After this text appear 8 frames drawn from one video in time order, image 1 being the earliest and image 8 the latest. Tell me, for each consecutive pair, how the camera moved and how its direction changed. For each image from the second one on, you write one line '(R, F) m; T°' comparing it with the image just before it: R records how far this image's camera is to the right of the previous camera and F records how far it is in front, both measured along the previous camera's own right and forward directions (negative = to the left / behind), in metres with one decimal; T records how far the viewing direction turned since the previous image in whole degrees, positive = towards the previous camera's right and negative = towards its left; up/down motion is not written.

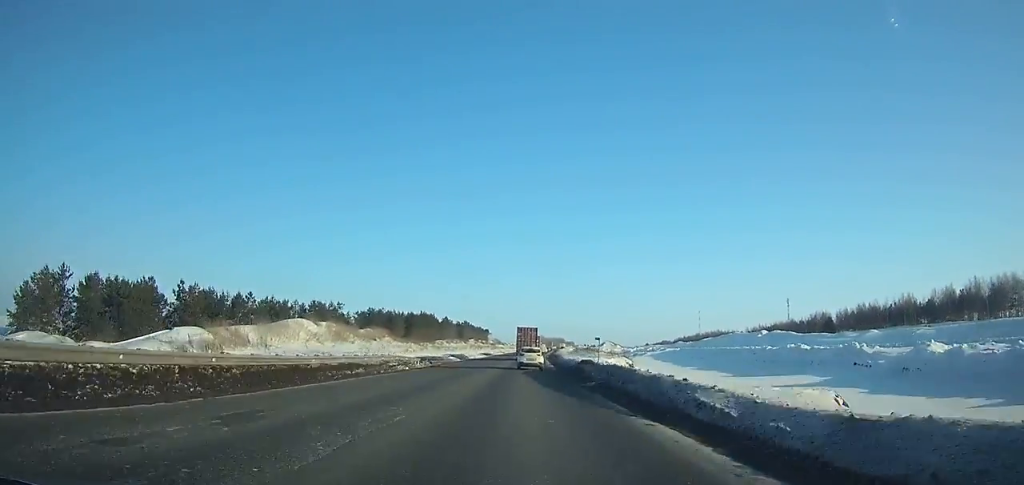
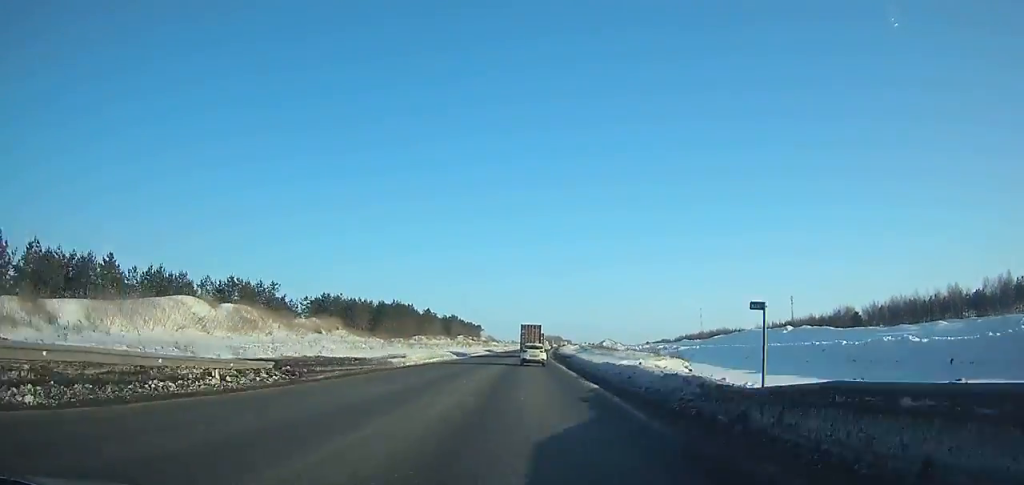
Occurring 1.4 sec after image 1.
(+0.2, +30.3) m; 0°
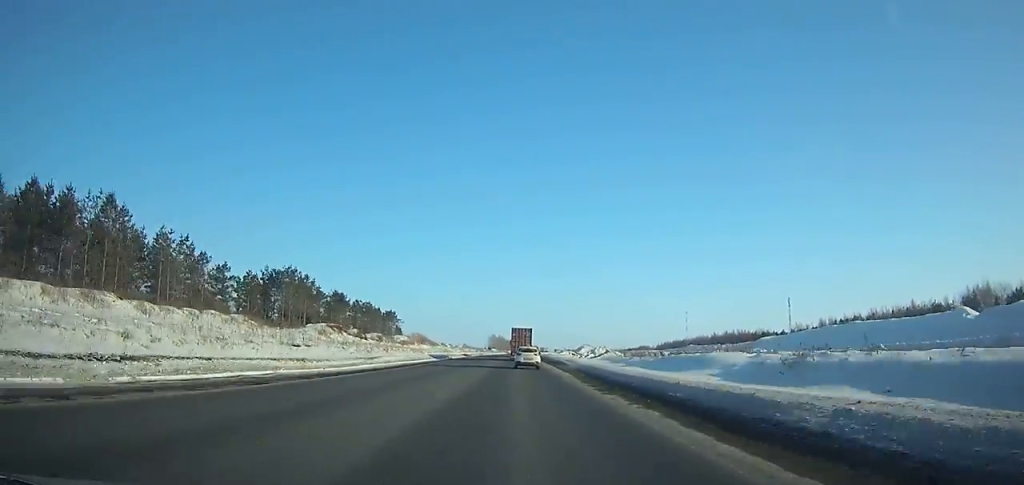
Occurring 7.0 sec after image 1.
(+2.3, +121.9) m; +2°
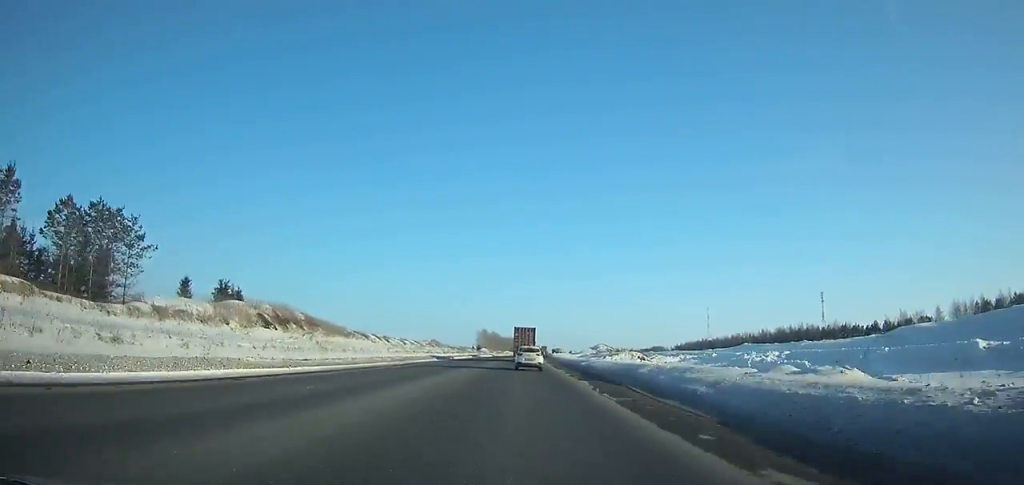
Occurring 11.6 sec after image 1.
(+0.8, +99.9) m; +1°
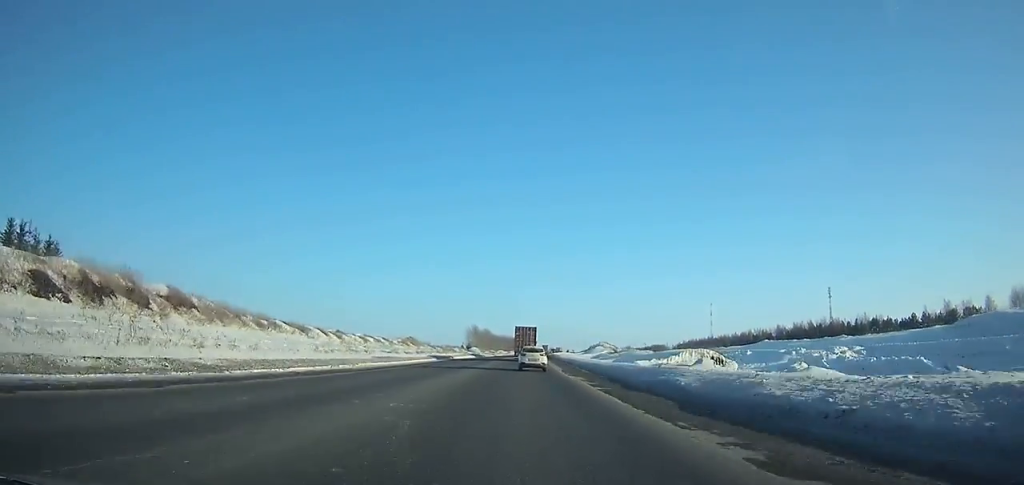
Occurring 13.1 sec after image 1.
(+0.1, +32.3) m; 0°
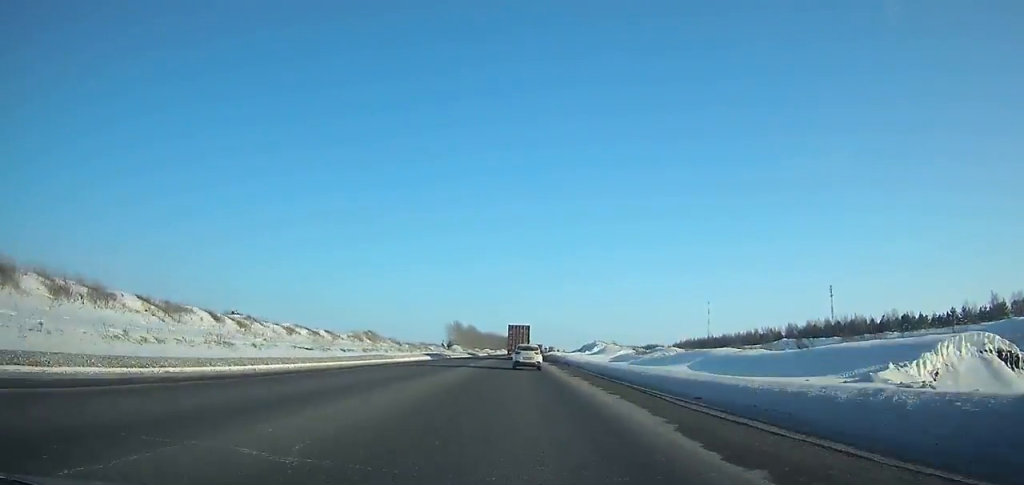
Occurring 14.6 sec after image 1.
(+0.1, +32.1) m; 0°
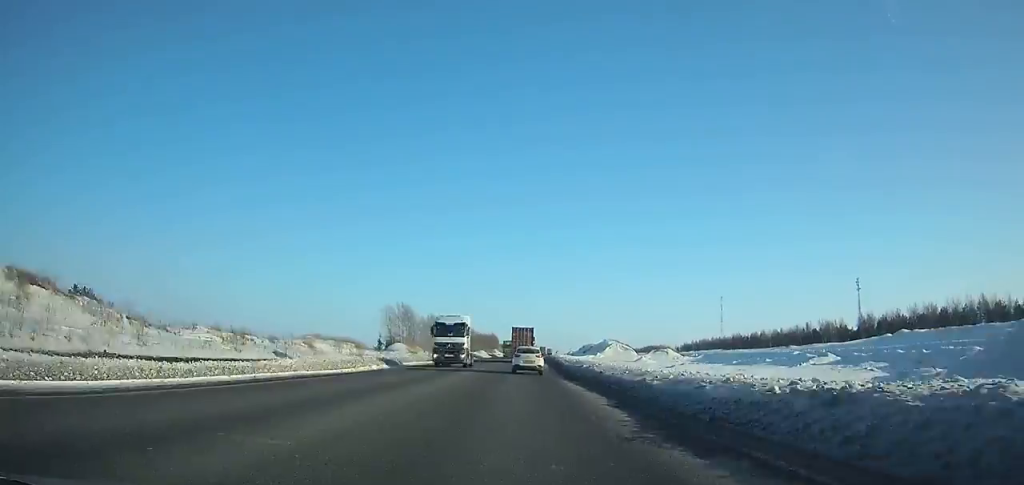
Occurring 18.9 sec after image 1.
(+1.1, +91.7) m; +2°
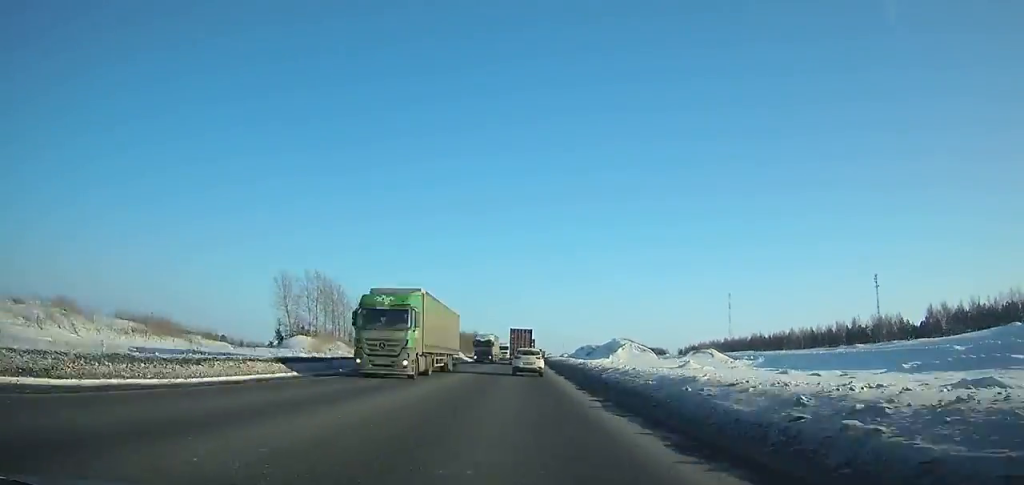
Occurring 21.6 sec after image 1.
(+1.0, +57.7) m; +2°
